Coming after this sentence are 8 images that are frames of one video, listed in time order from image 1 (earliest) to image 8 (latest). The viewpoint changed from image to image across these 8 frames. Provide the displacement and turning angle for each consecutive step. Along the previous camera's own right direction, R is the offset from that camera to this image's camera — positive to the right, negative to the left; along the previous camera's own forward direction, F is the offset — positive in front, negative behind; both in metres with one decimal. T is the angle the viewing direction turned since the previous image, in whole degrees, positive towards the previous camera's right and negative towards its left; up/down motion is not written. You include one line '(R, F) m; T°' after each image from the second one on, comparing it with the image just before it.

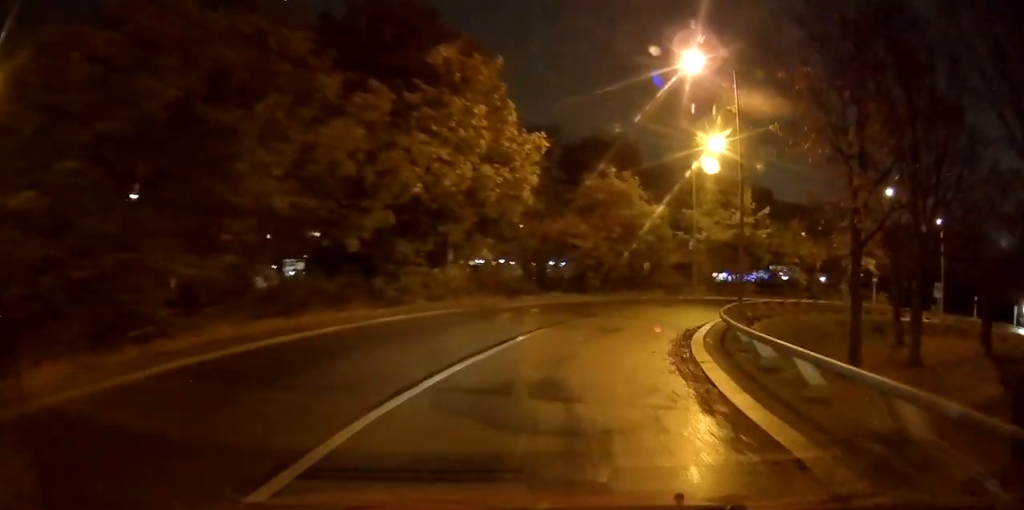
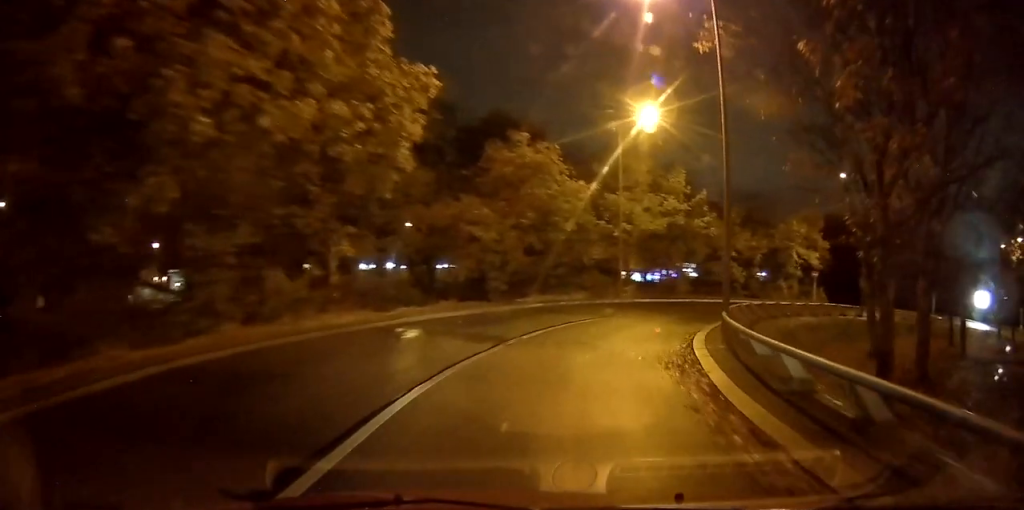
(+0.4, +7.3) m; +7°
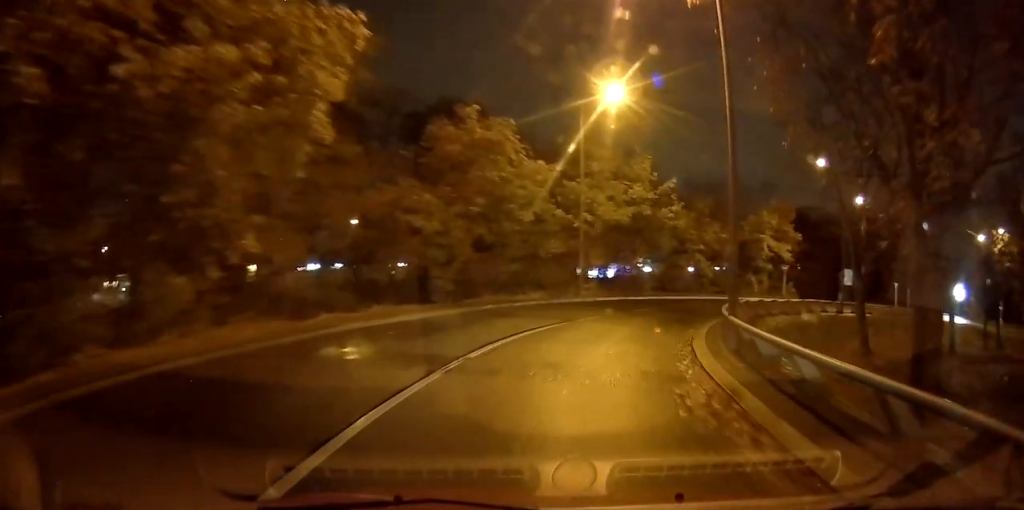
(-0.2, +3.5) m; +5°
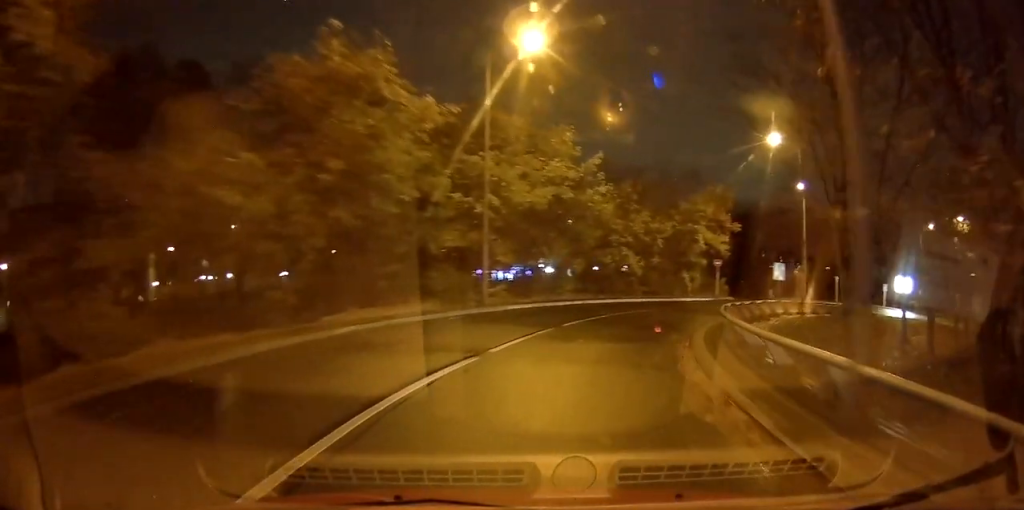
(+1.0, +6.7) m; +12°
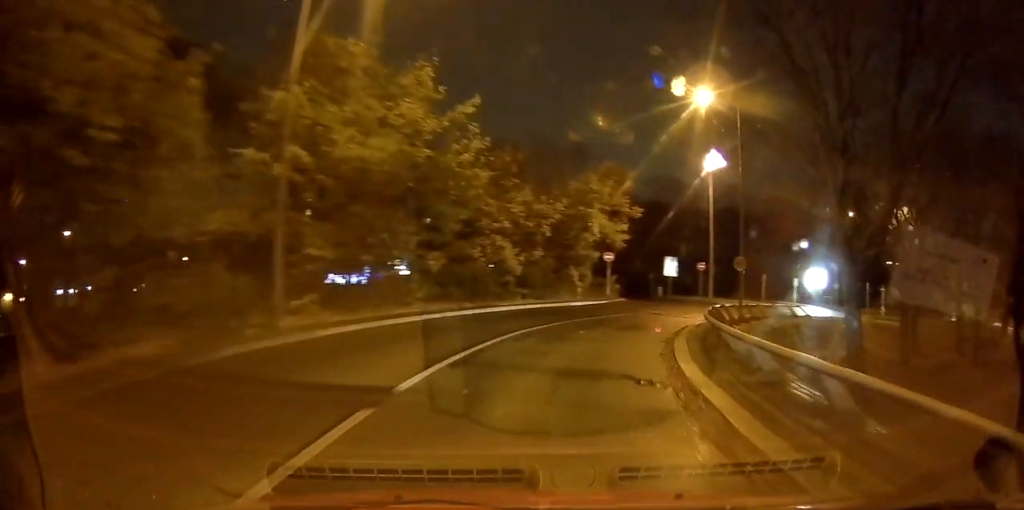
(+0.7, +8.5) m; +11°
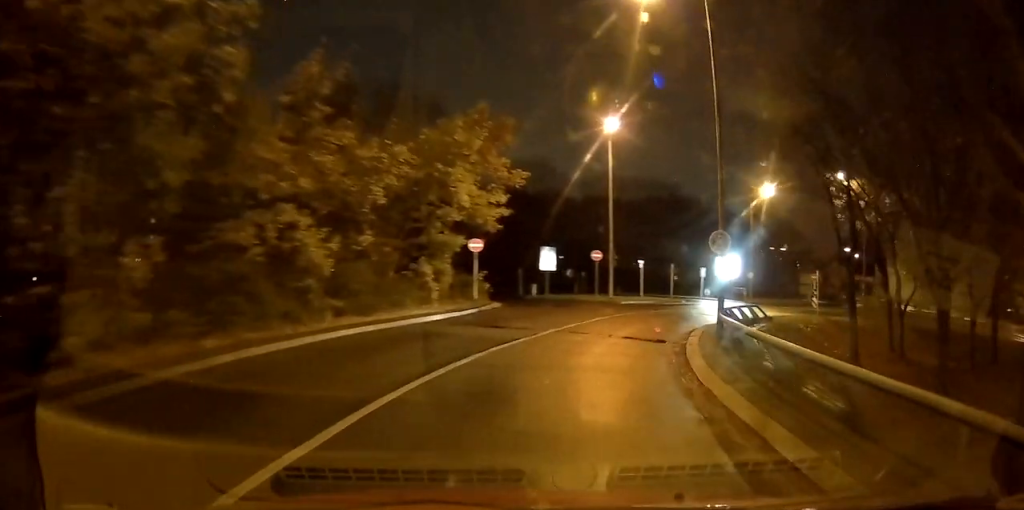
(+1.7, +11.3) m; +16°
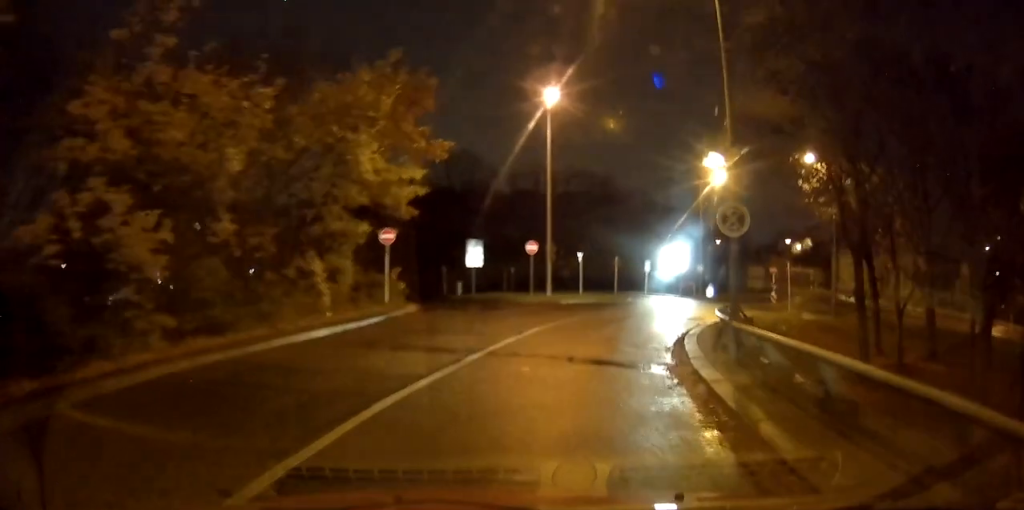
(+0.3, +5.0) m; +8°
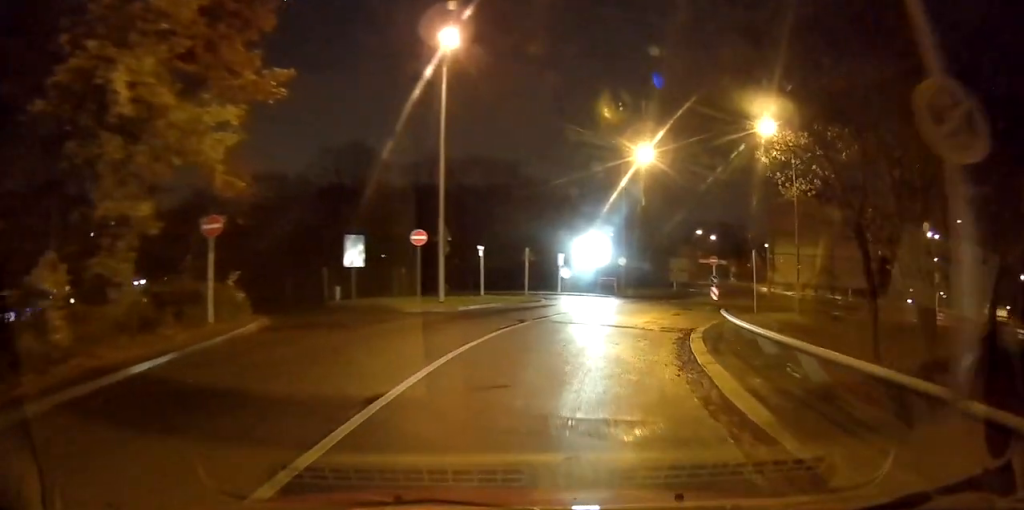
(+0.9, +7.9) m; +13°
